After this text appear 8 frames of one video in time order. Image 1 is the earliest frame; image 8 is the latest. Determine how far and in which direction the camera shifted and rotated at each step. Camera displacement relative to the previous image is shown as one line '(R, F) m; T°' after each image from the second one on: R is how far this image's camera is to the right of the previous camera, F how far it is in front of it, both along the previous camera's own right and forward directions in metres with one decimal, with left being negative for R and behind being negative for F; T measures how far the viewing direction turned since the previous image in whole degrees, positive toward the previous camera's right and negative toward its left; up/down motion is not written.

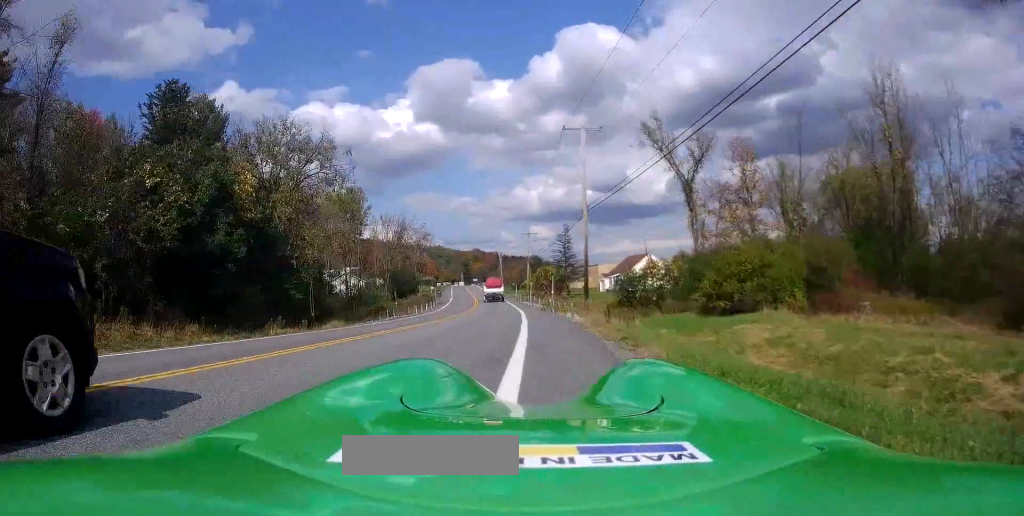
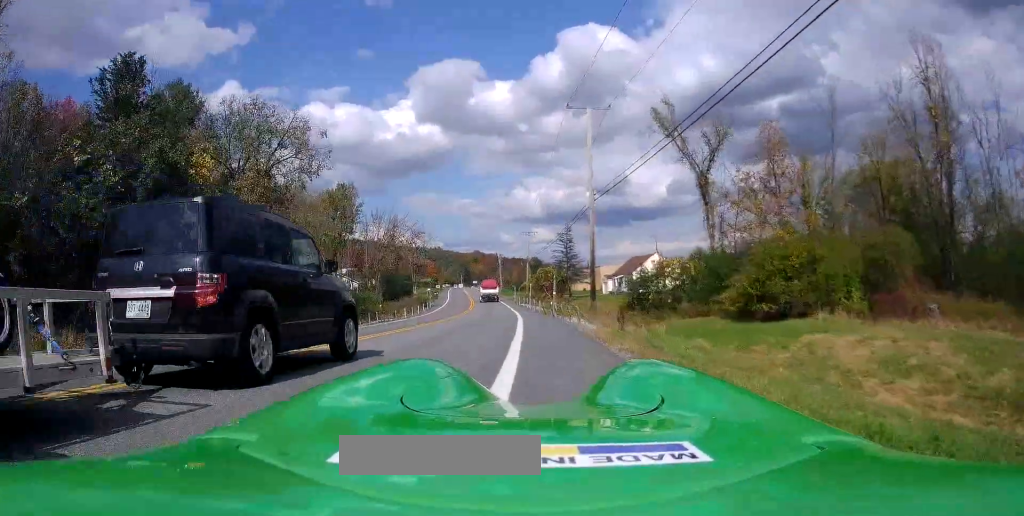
(0.0, +4.3) m; +1°
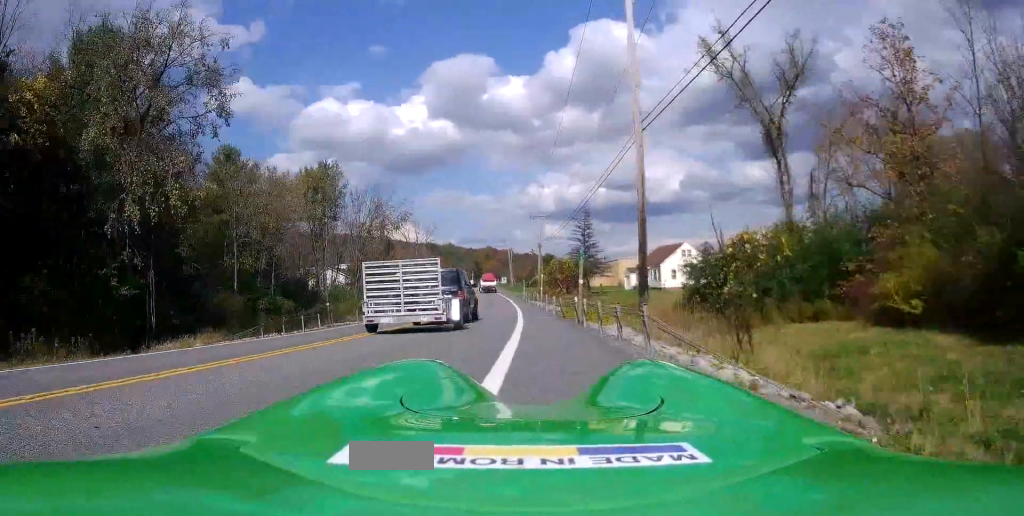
(0.0, +11.6) m; -2°
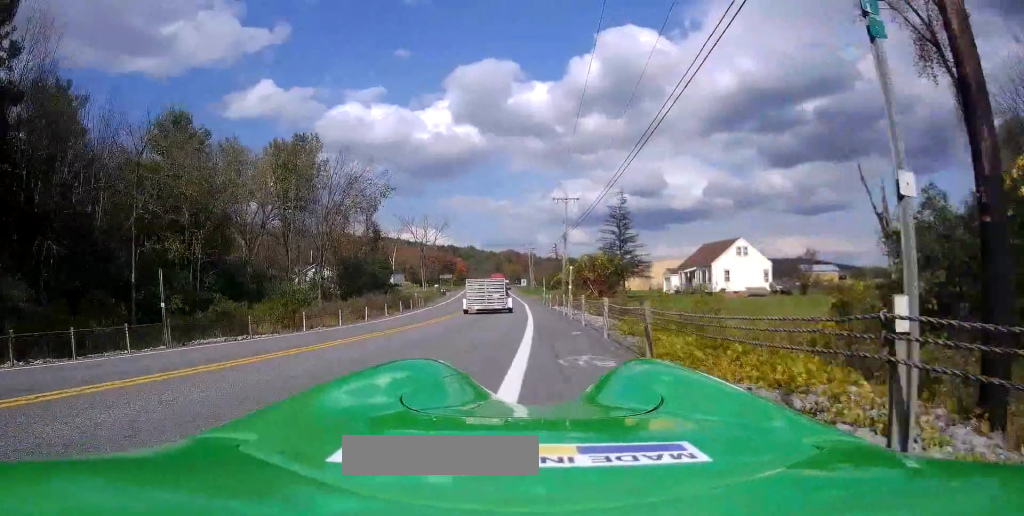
(-0.5, +14.7) m; -2°
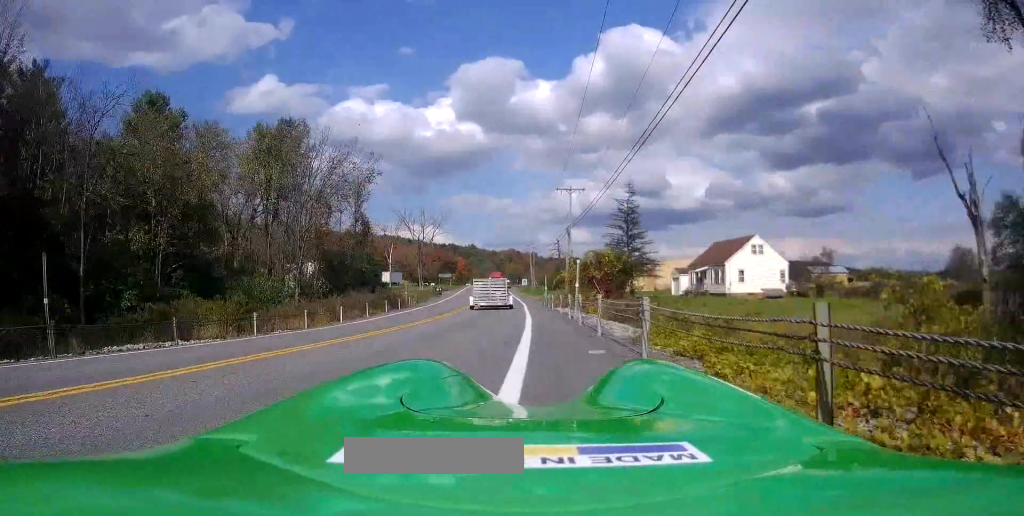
(+0.1, +4.3) m; +1°
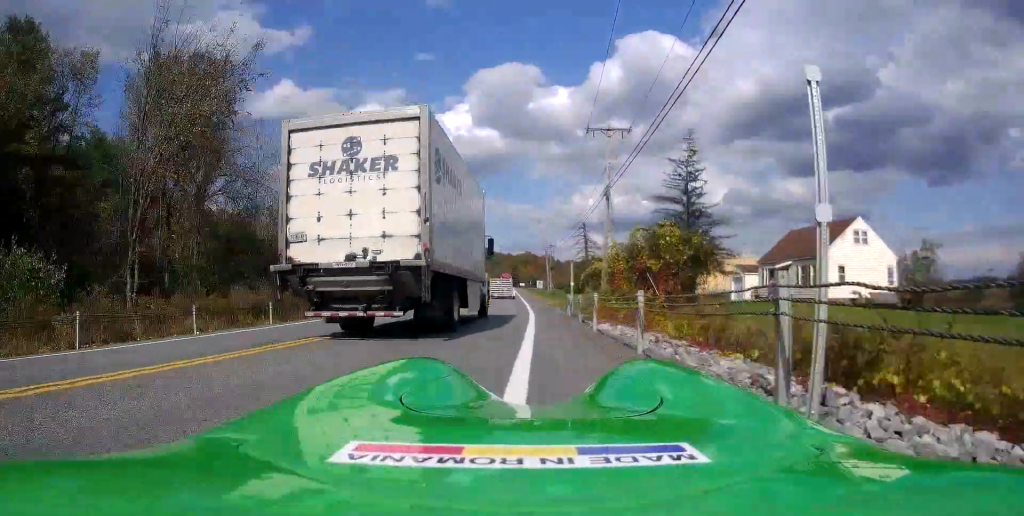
(-0.1, +18.5) m; -2°
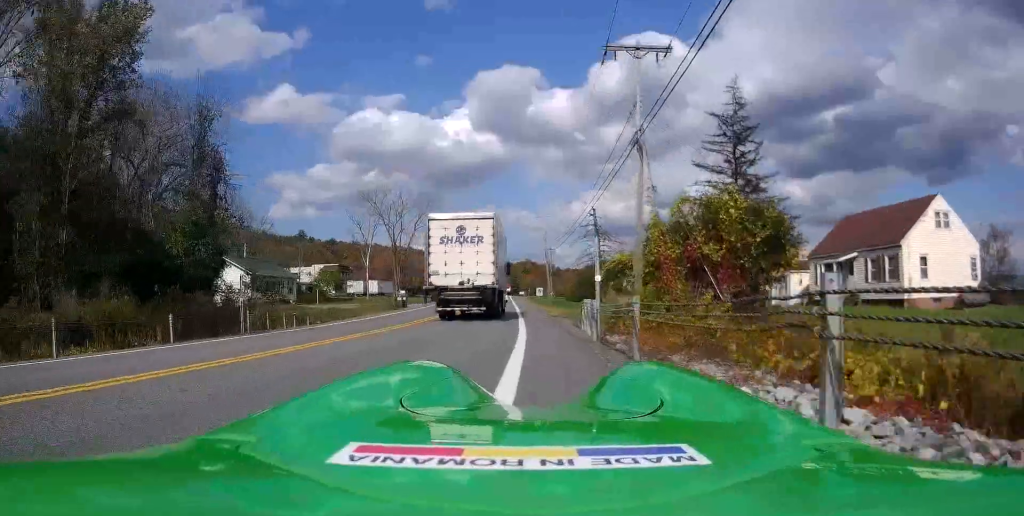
(-0.1, +11.0) m; -1°
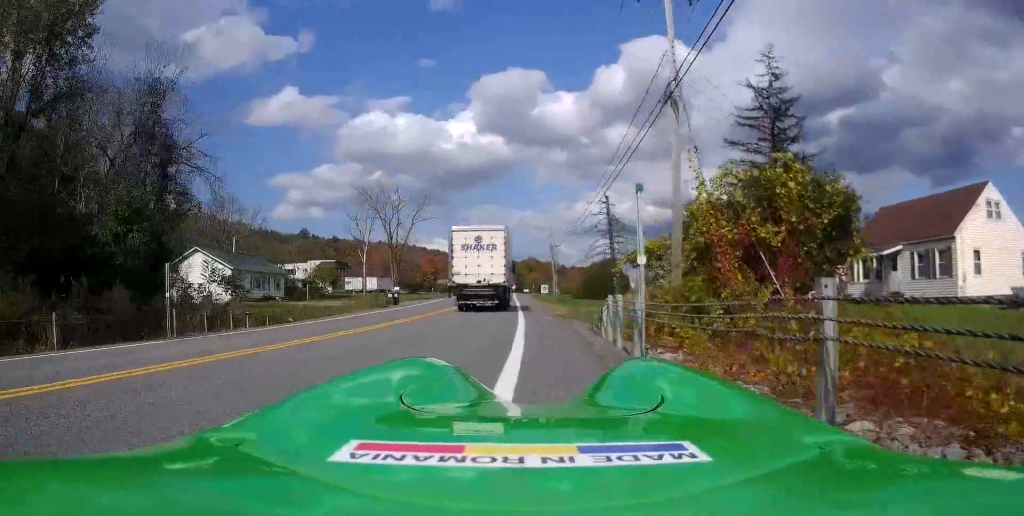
(0.0, +4.7) m; 0°
